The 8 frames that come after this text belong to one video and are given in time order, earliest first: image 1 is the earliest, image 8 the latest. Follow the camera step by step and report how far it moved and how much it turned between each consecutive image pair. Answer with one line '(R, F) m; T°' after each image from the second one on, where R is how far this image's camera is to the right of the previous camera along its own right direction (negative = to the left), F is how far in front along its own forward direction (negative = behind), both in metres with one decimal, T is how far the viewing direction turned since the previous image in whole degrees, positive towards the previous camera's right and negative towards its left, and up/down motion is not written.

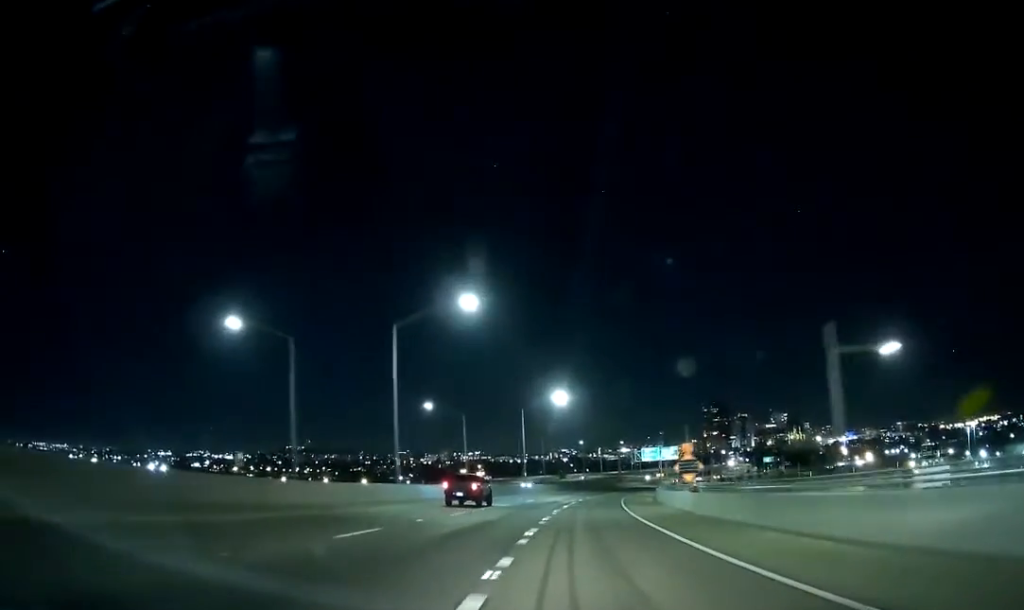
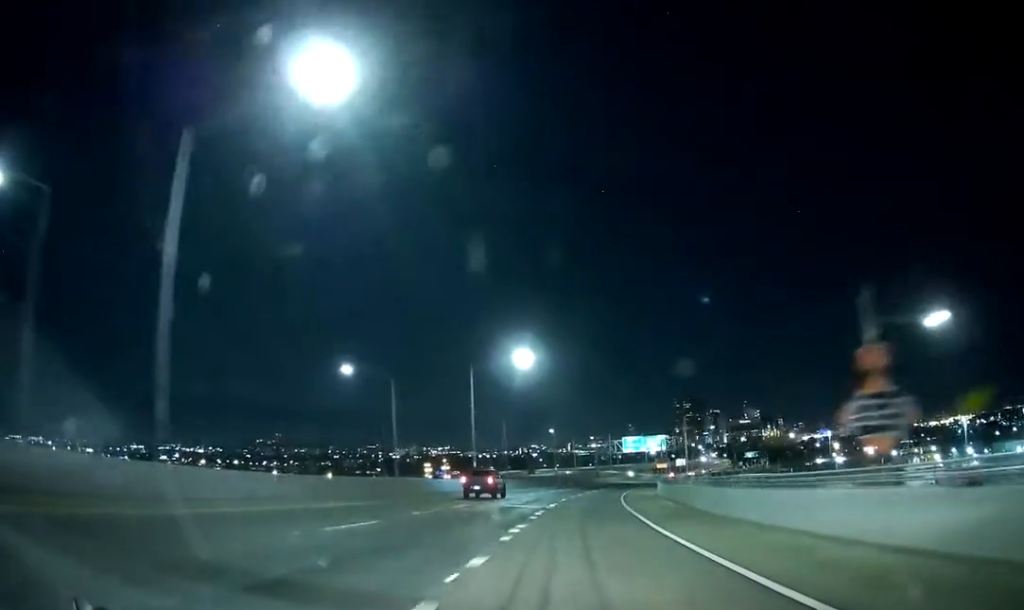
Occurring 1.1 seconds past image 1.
(+0.6, +29.1) m; +2°
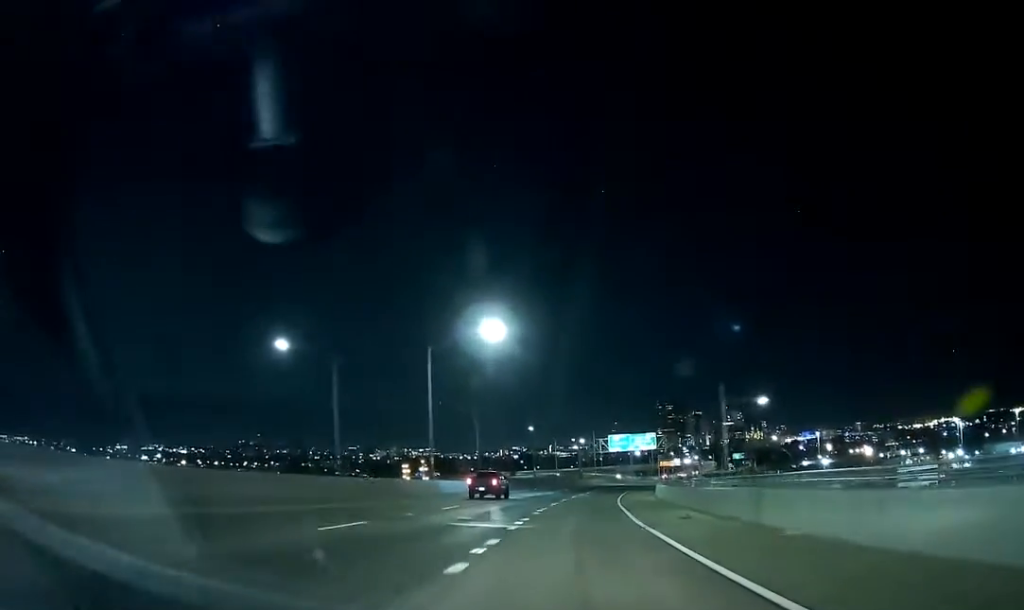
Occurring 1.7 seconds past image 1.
(0.0, +15.2) m; +1°
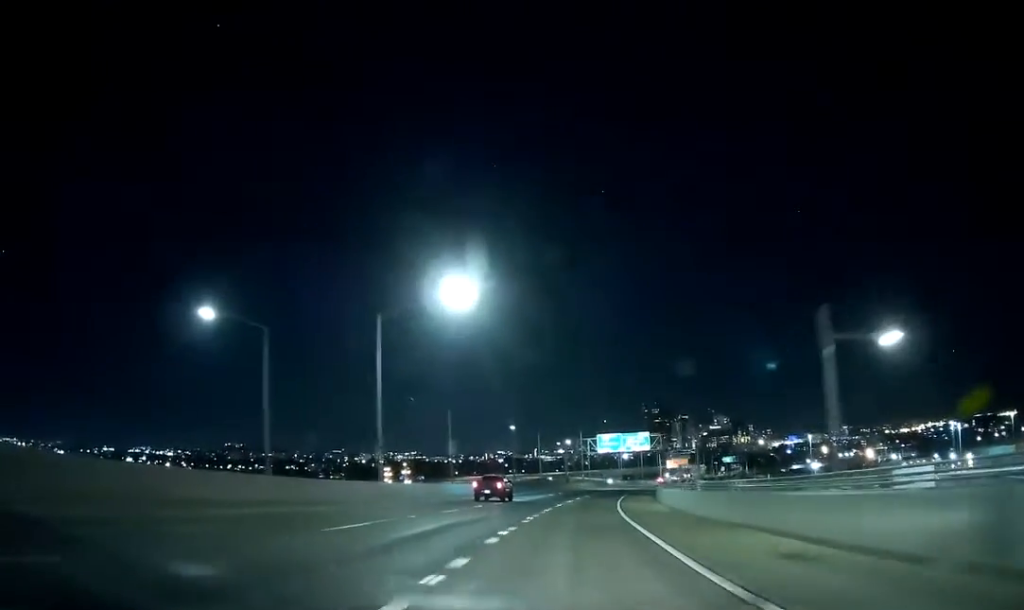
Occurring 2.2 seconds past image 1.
(+0.2, +12.5) m; +1°
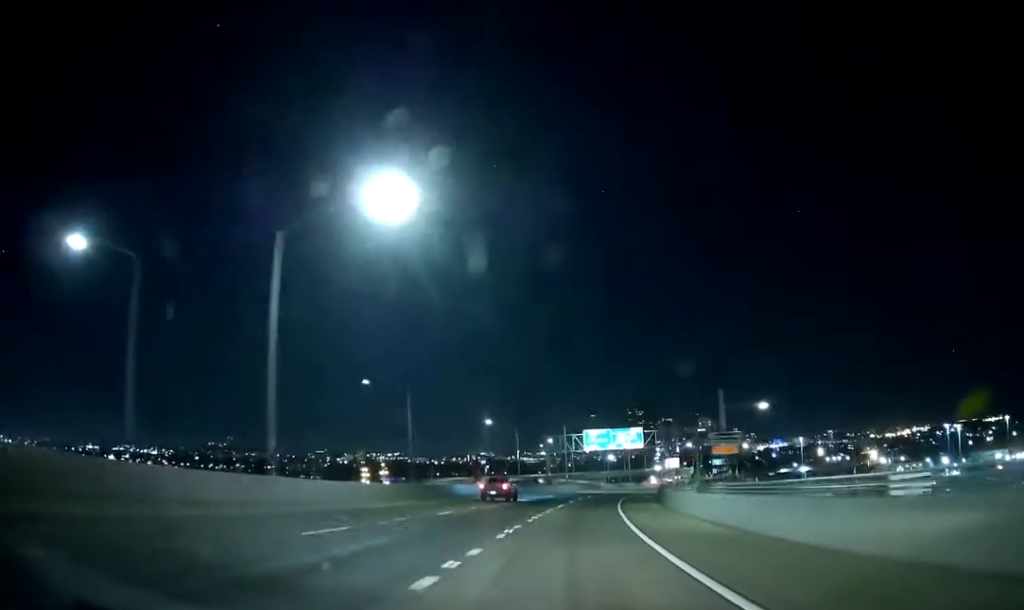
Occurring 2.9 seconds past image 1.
(+0.1, +16.7) m; +2°
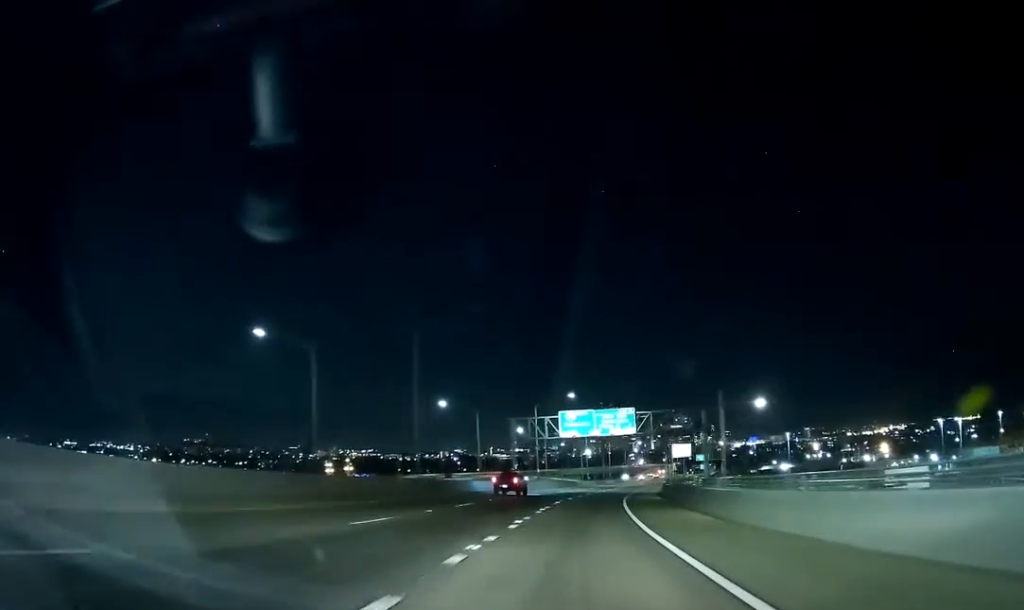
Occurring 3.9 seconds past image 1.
(+0.7, +25.6) m; +3°
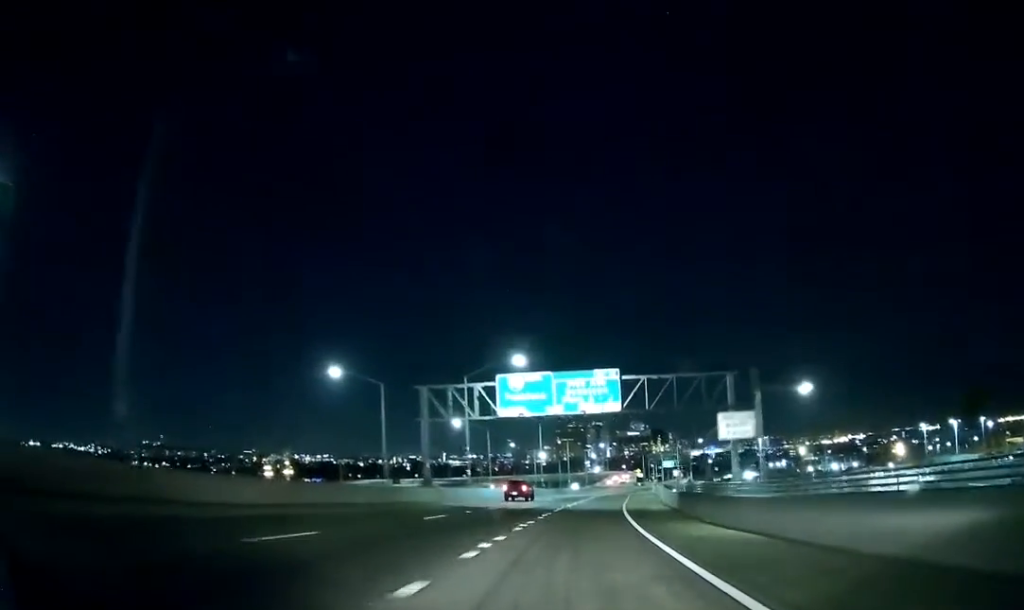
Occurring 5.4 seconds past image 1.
(+0.8, +35.3) m; +3°
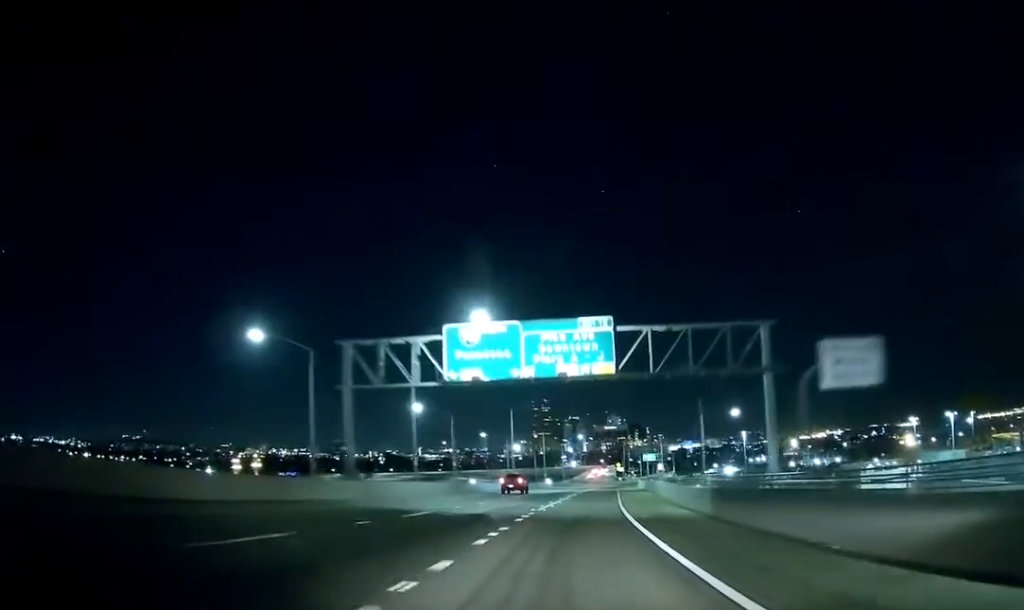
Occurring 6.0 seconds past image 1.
(+0.2, +16.4) m; +2°
